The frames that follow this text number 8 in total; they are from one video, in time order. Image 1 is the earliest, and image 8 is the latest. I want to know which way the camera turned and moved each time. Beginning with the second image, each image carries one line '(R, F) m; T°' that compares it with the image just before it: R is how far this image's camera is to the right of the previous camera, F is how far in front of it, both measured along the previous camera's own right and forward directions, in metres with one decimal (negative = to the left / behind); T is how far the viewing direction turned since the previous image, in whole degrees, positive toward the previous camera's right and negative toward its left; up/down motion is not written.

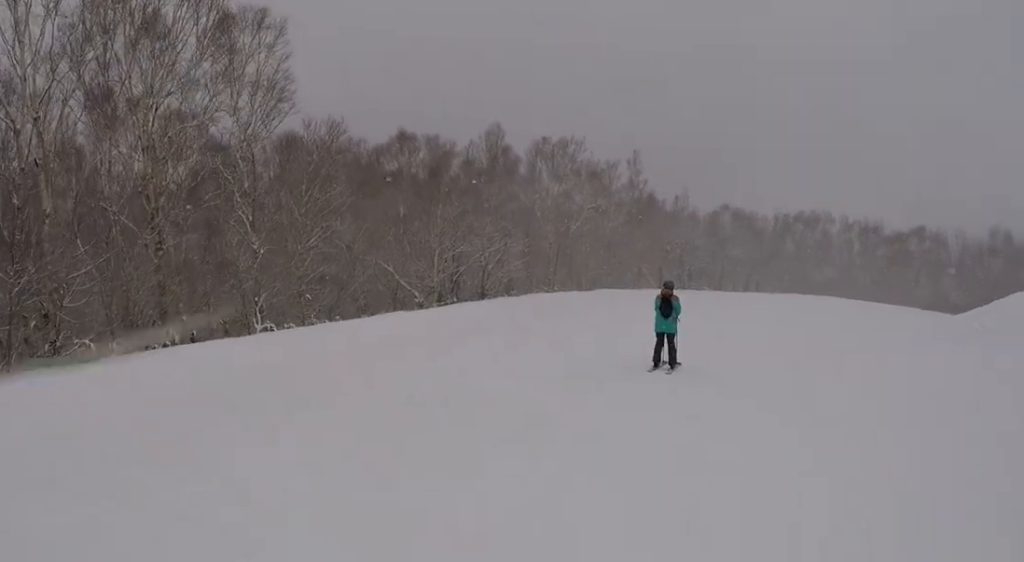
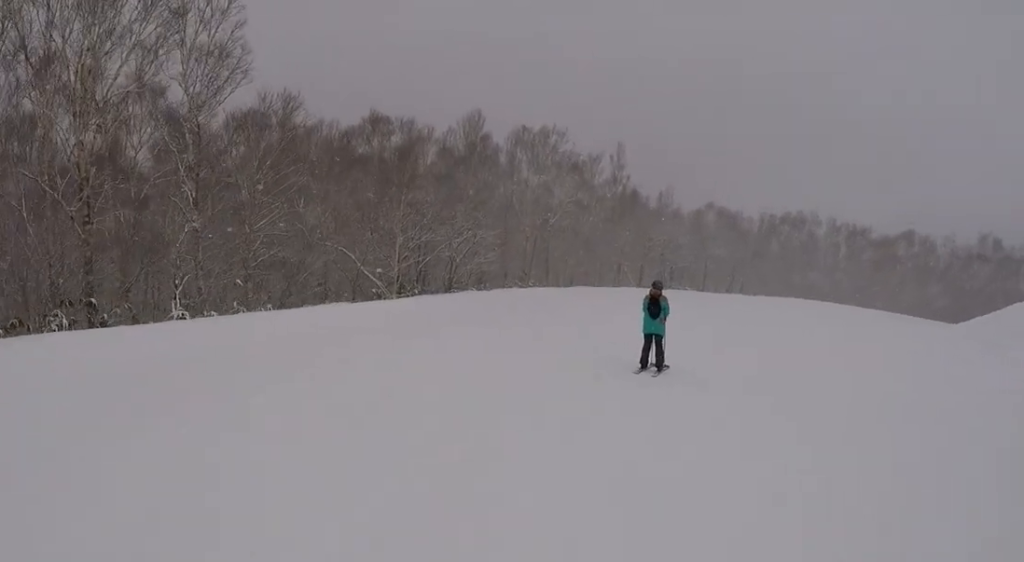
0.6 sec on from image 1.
(0.0, +2.5) m; 0°
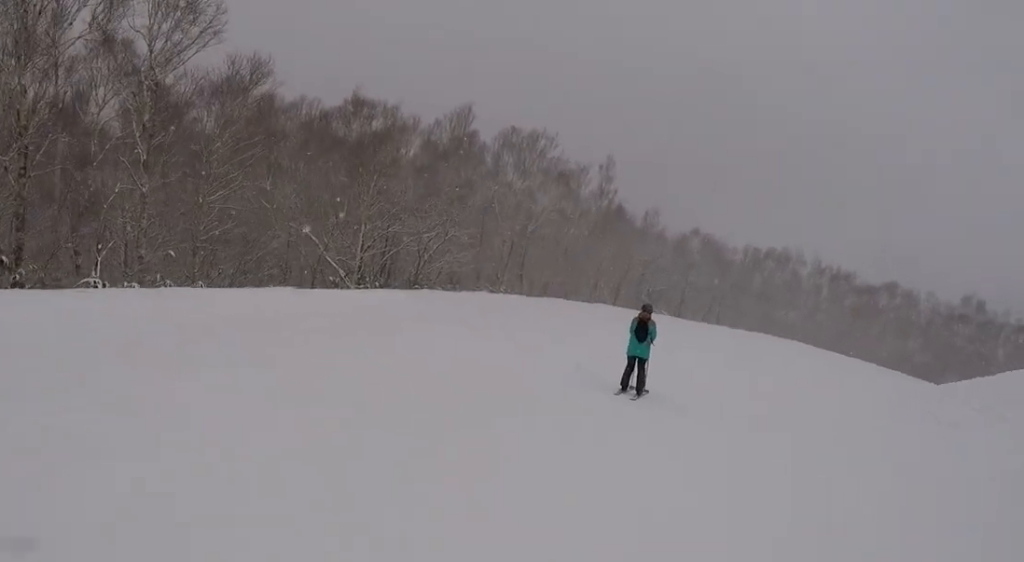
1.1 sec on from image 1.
(0.0, +1.9) m; 0°
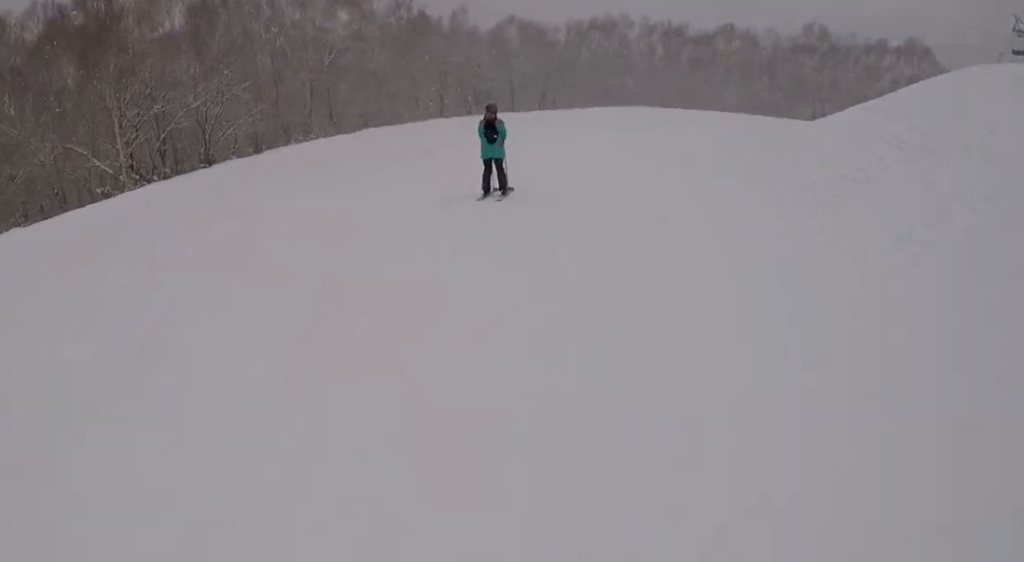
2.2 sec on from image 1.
(0.0, +4.3) m; 0°
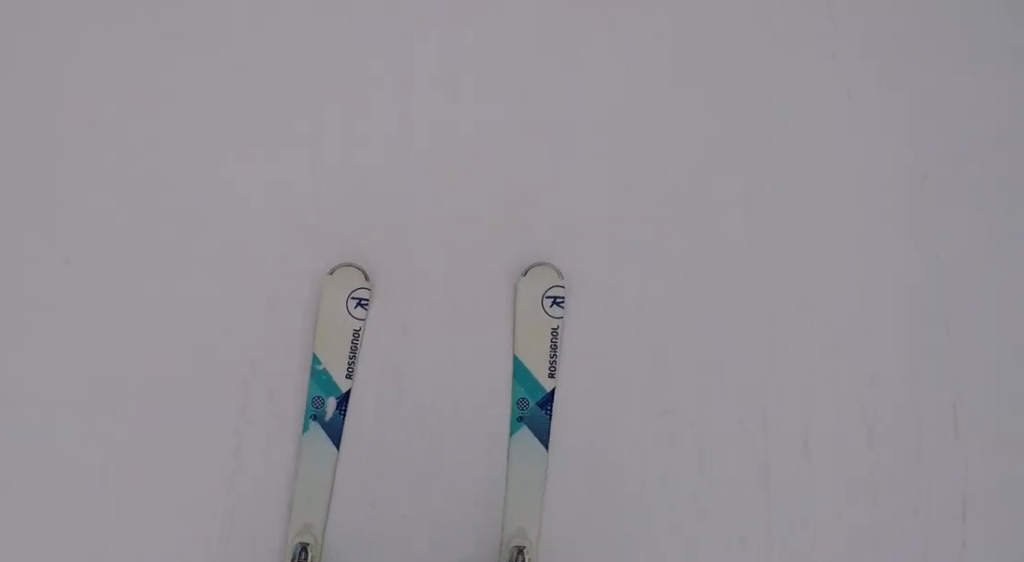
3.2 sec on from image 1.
(0.0, +4.0) m; 0°
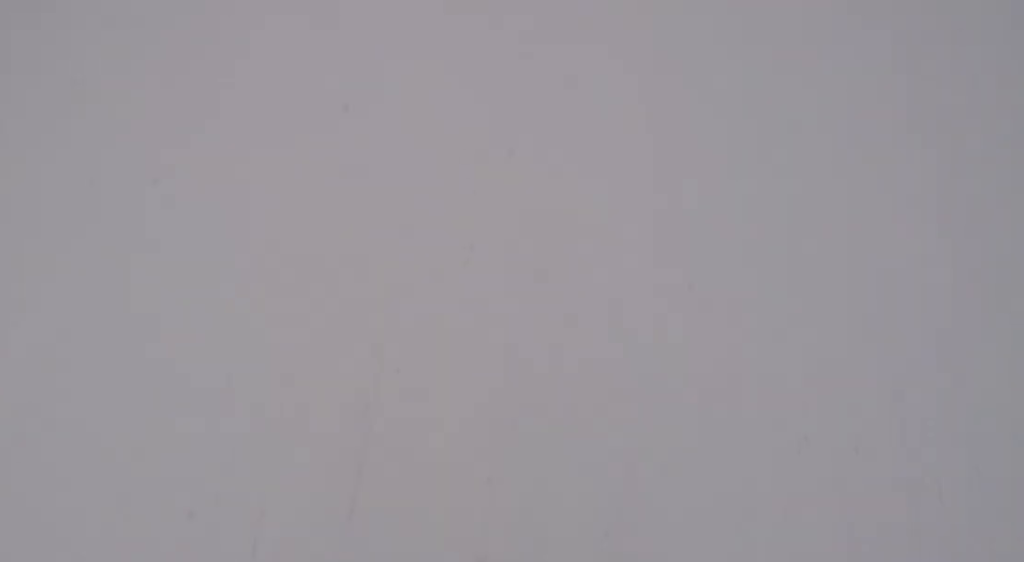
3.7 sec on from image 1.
(0.0, +1.8) m; 0°
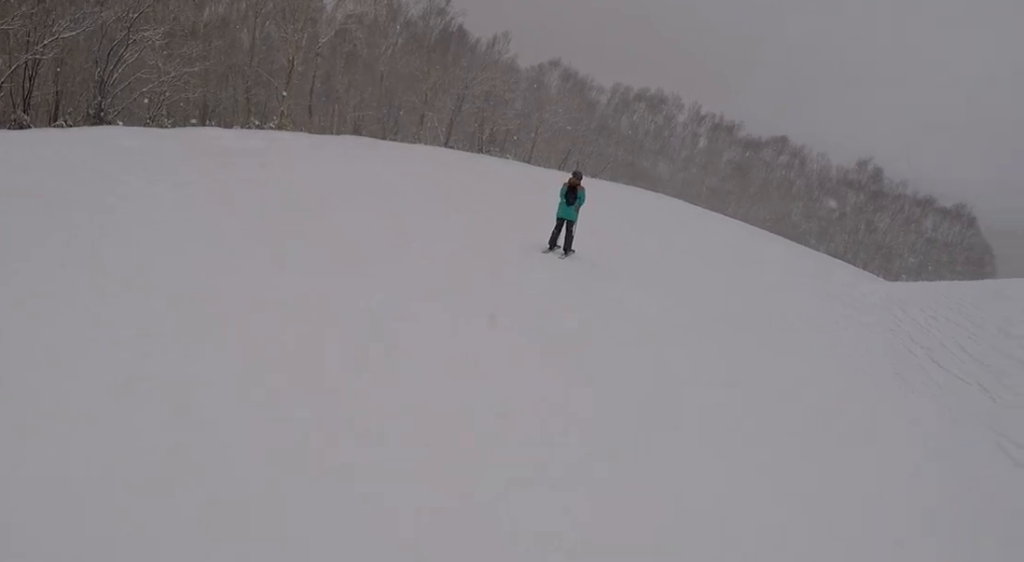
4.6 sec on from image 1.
(0.0, +3.9) m; +7°
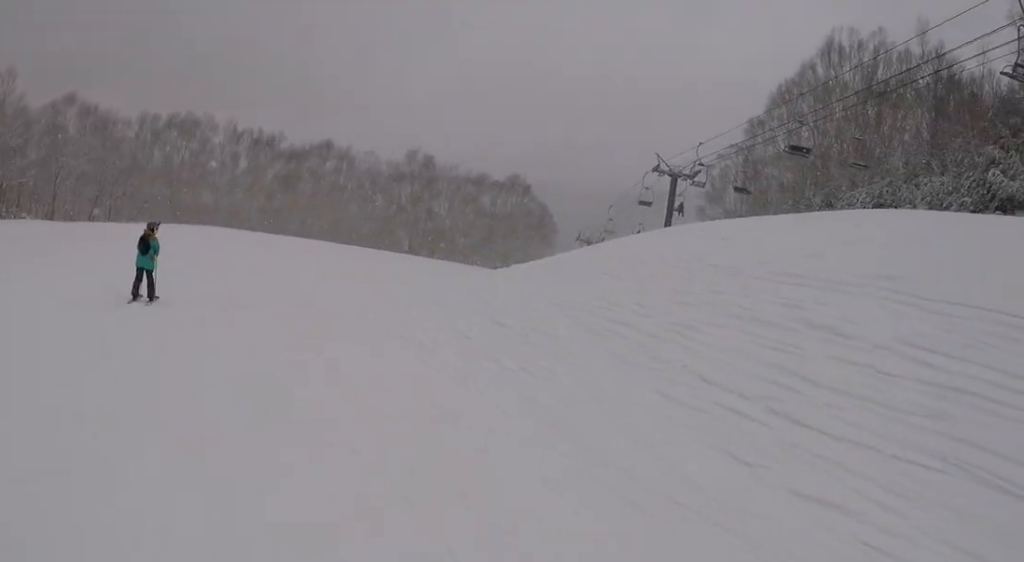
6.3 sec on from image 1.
(+1.5, +6.7) m; +17°
